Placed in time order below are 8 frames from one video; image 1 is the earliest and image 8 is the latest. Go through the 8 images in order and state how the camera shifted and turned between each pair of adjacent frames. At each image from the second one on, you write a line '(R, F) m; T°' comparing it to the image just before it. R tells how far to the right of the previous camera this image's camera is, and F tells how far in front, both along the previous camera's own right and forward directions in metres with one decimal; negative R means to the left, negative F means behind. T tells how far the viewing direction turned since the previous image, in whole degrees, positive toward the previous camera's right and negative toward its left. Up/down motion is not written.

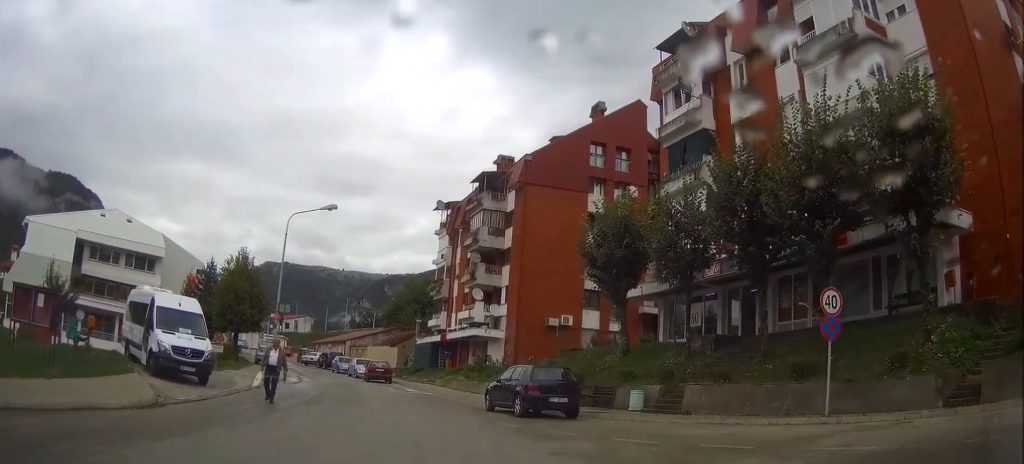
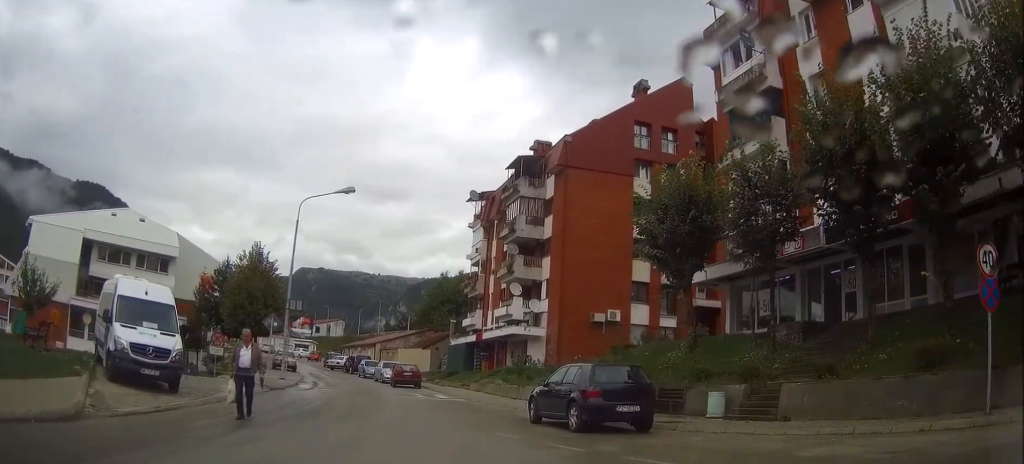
(-0.3, +5.0) m; -4°
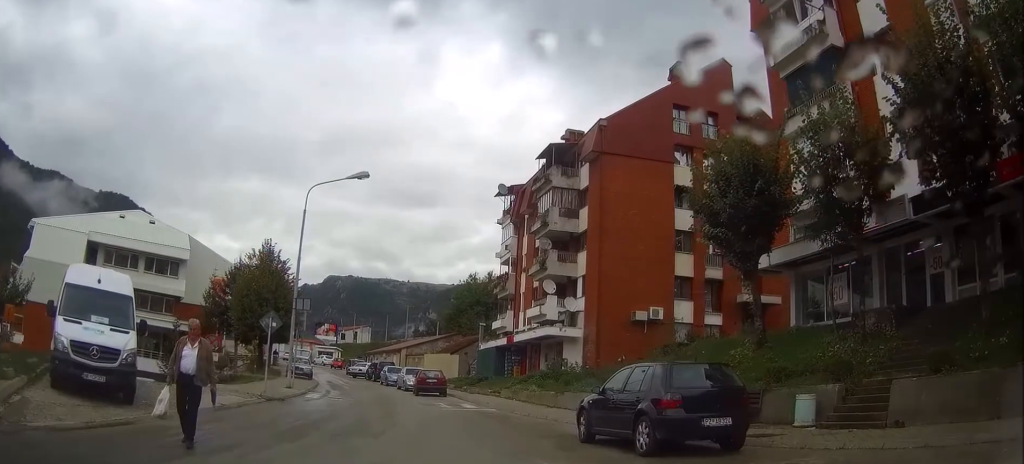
(-0.4, +4.1) m; -2°
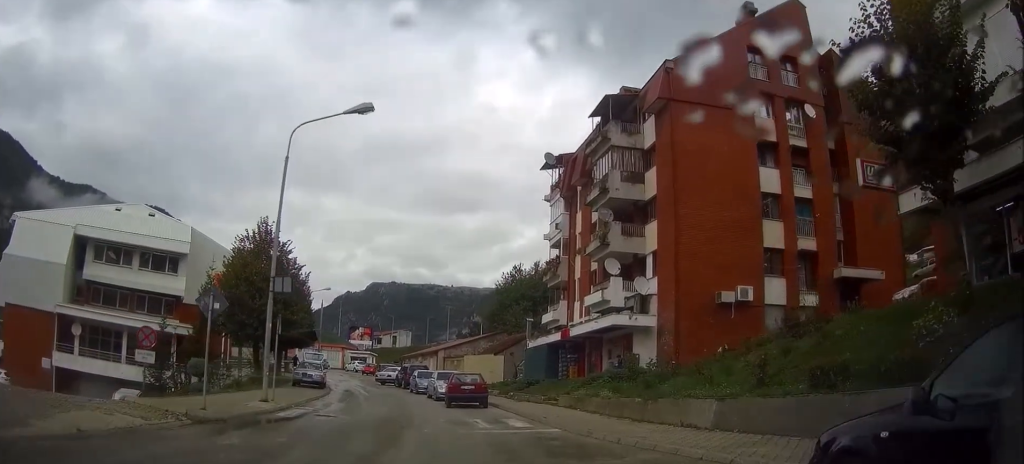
(+0.5, +9.0) m; +3°
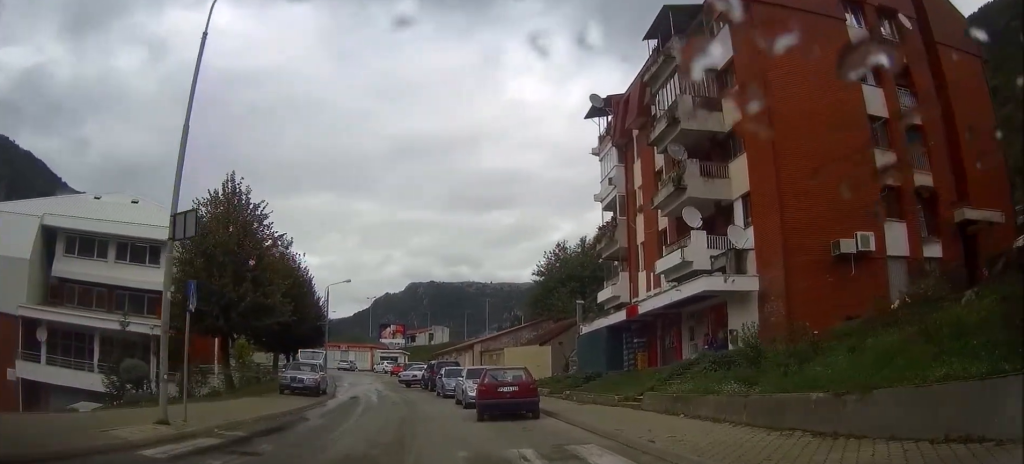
(+0.1, +9.9) m; -1°
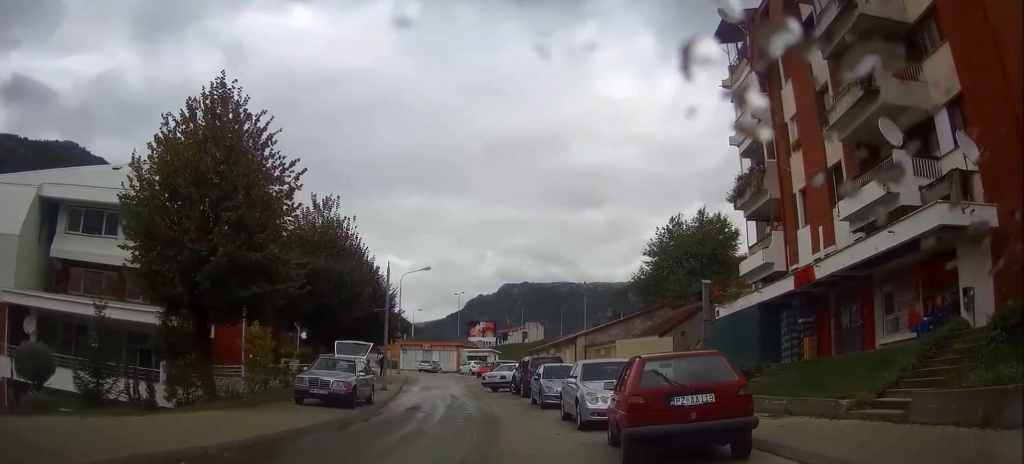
(-0.4, +10.5) m; -5°
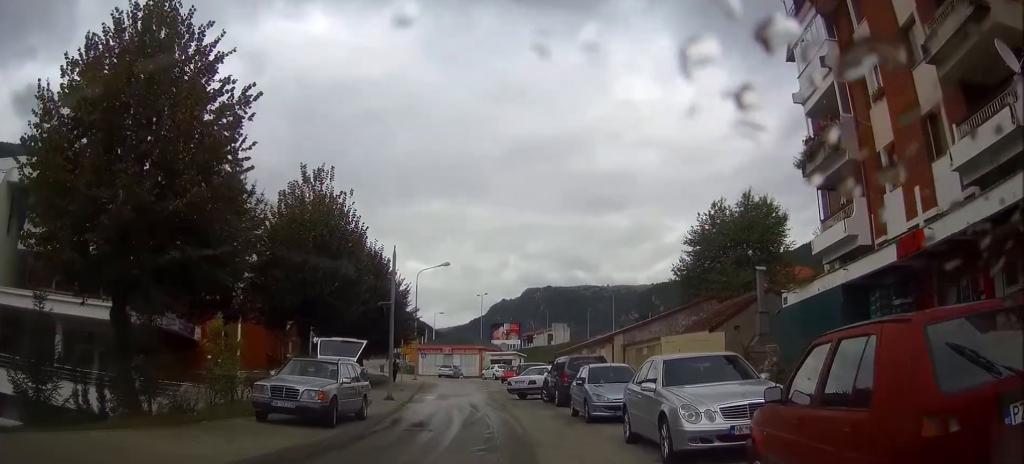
(-0.2, +5.5) m; -2°
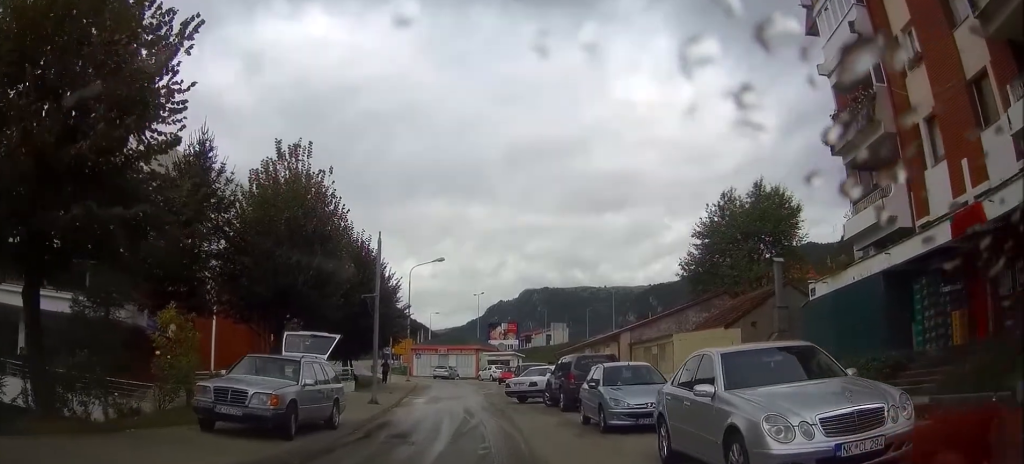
(0.0, +3.0) m; -1°
